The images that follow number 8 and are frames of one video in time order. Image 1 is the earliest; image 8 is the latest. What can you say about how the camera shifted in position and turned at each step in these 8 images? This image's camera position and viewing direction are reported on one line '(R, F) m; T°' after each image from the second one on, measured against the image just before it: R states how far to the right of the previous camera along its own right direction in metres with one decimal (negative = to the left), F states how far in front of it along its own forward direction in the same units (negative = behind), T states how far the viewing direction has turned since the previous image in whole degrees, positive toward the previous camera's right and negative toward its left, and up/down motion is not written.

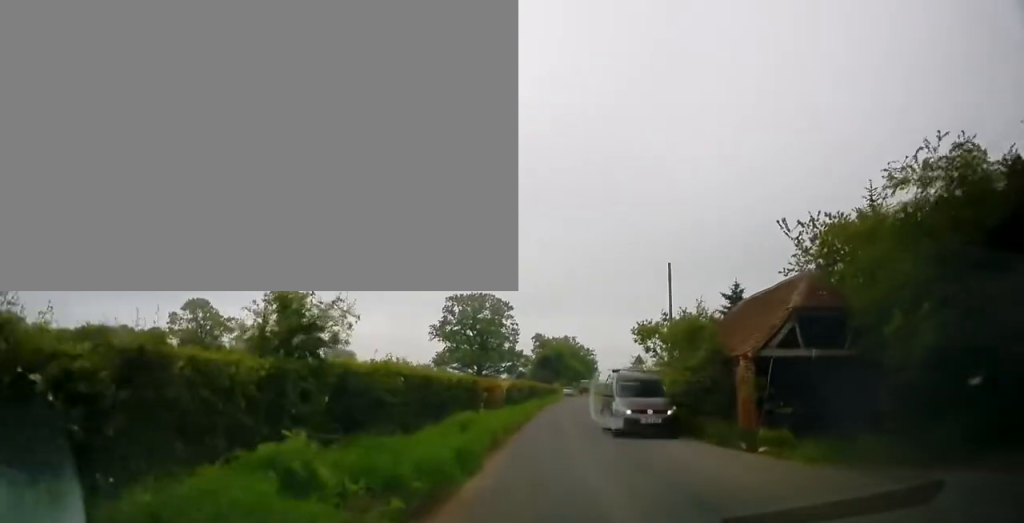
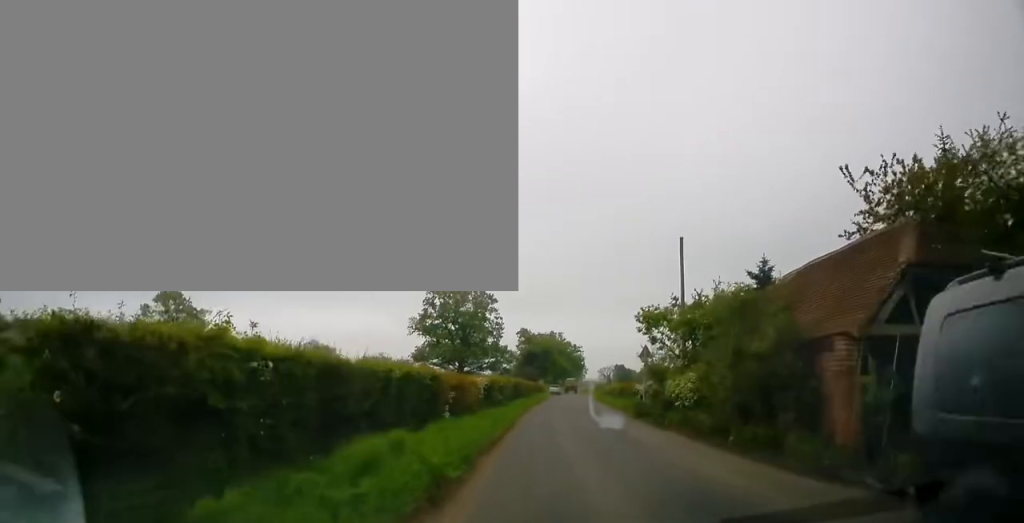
(+0.2, +6.0) m; +4°
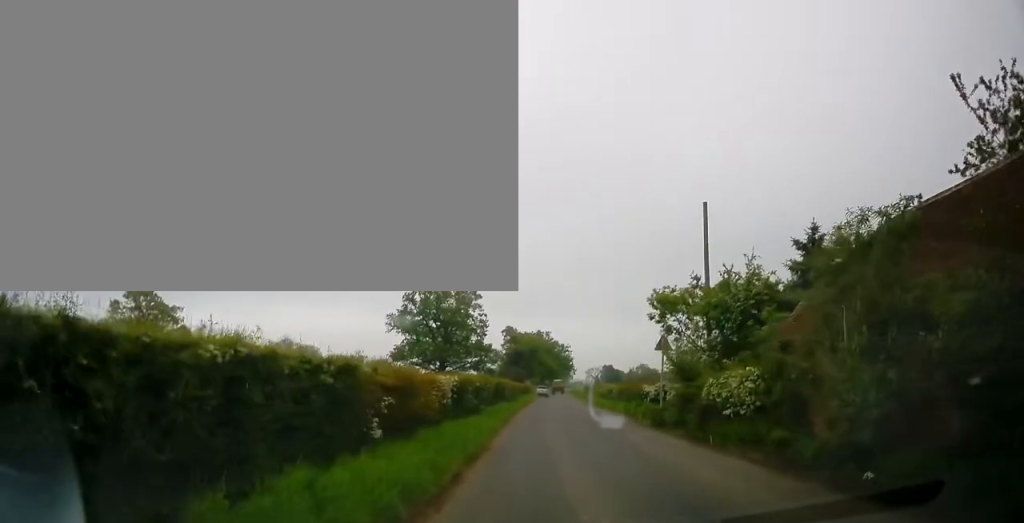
(+0.2, +6.4) m; +1°
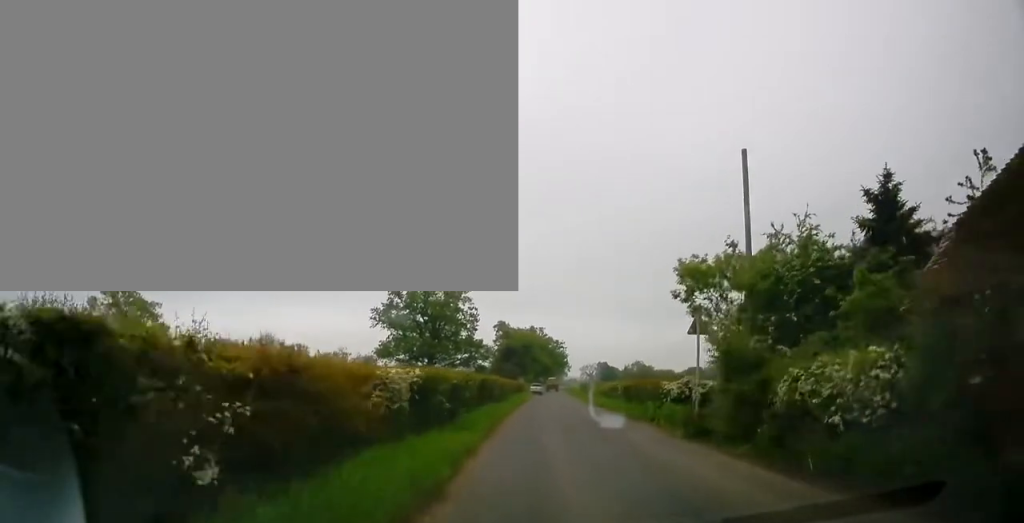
(-0.1, +5.3) m; -1°
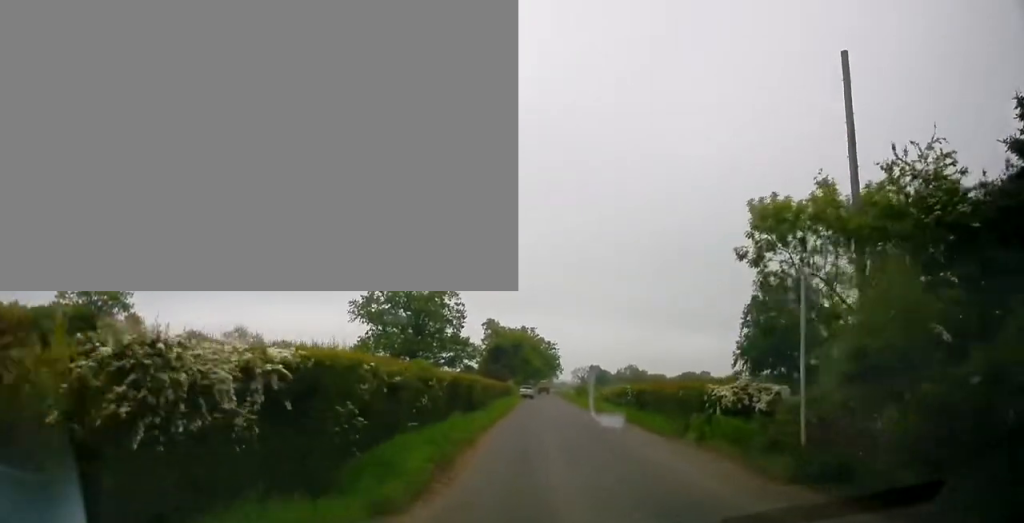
(-0.1, +6.7) m; 0°
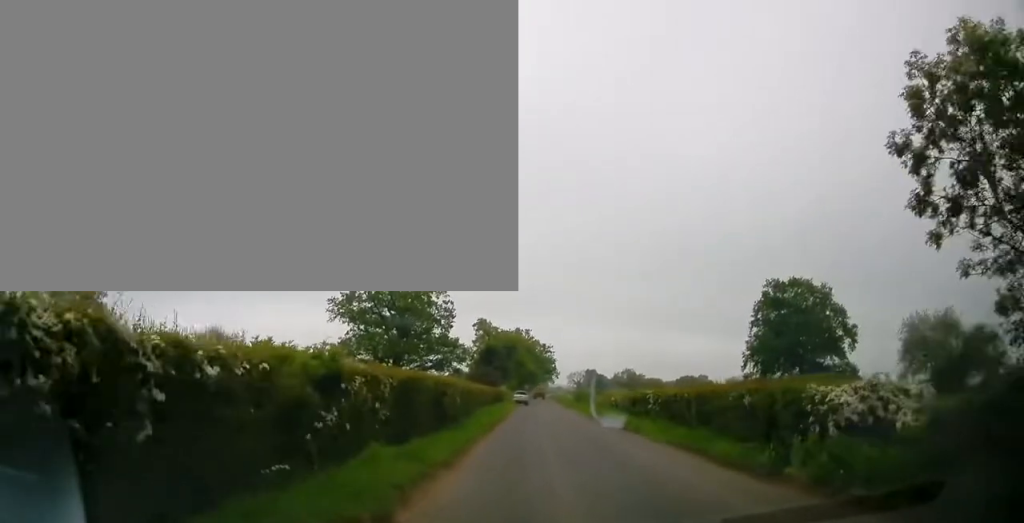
(0.0, +6.4) m; +2°
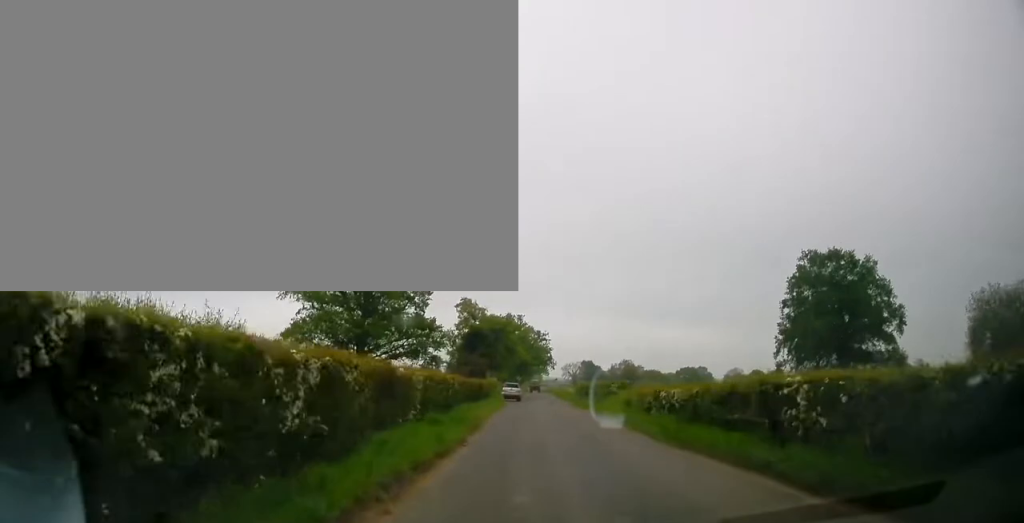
(+0.4, +14.2) m; 0°
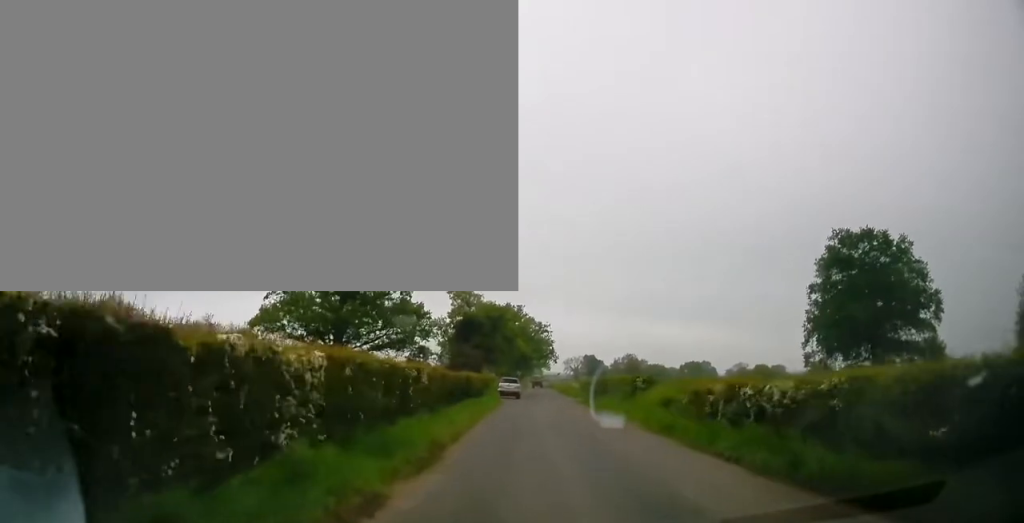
(-0.1, +7.5) m; -1°
